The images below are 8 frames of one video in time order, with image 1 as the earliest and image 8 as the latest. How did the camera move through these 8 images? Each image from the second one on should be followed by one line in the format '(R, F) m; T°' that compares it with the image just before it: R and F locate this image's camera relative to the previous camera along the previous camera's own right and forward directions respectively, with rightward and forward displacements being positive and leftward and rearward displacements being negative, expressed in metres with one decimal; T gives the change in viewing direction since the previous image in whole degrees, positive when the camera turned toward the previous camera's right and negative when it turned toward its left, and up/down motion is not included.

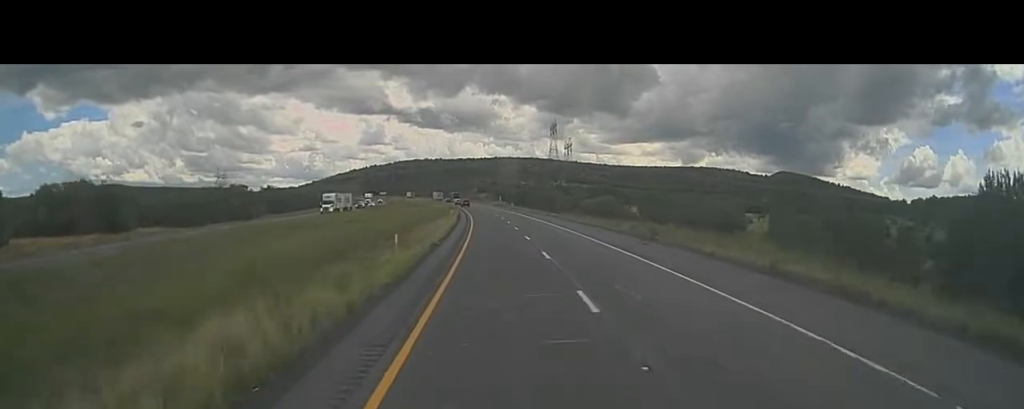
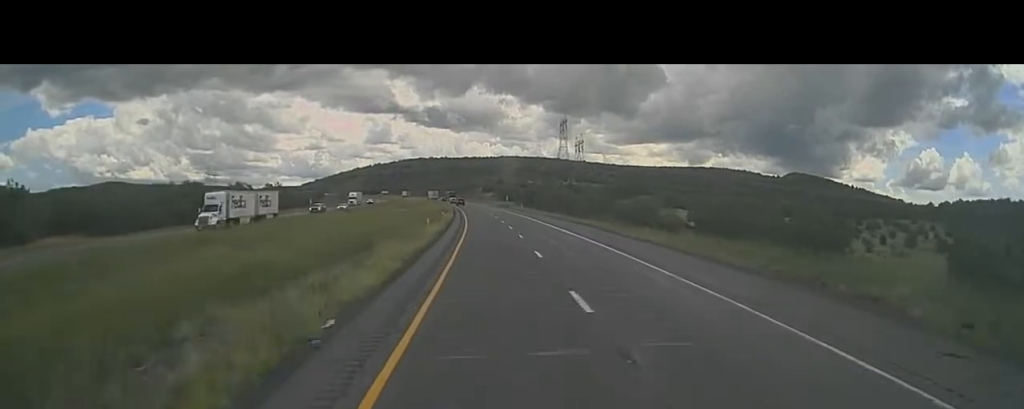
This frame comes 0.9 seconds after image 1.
(-0.3, +23.8) m; -1°
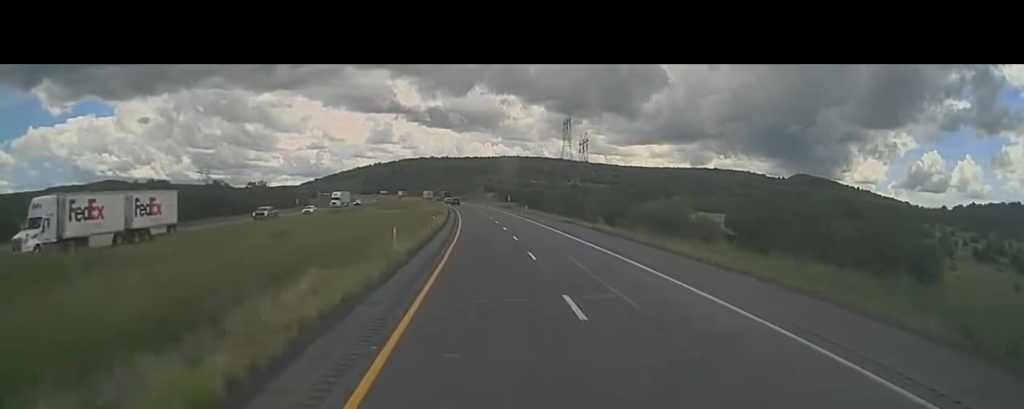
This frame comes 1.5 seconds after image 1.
(0.0, +13.6) m; 0°
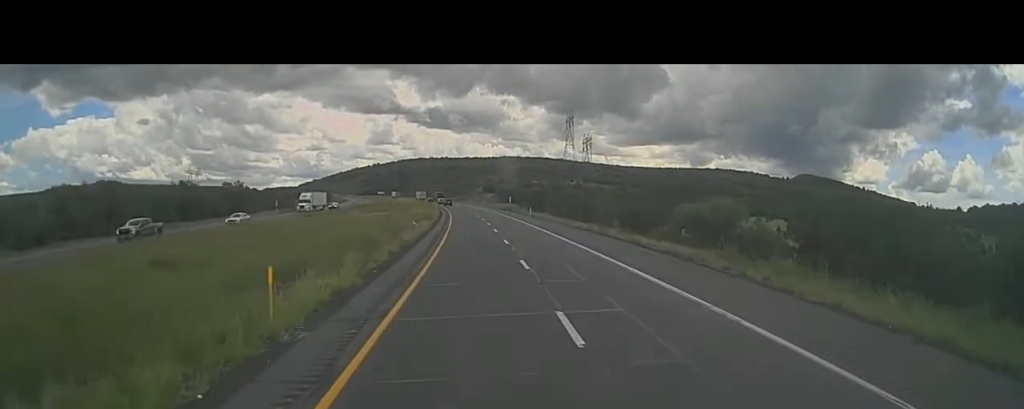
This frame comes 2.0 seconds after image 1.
(0.0, +14.4) m; 0°
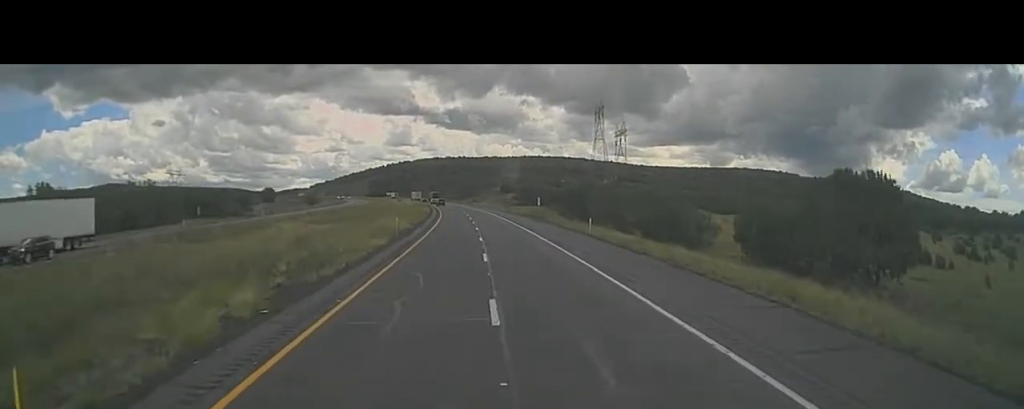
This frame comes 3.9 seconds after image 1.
(0.0, +46.7) m; 0°
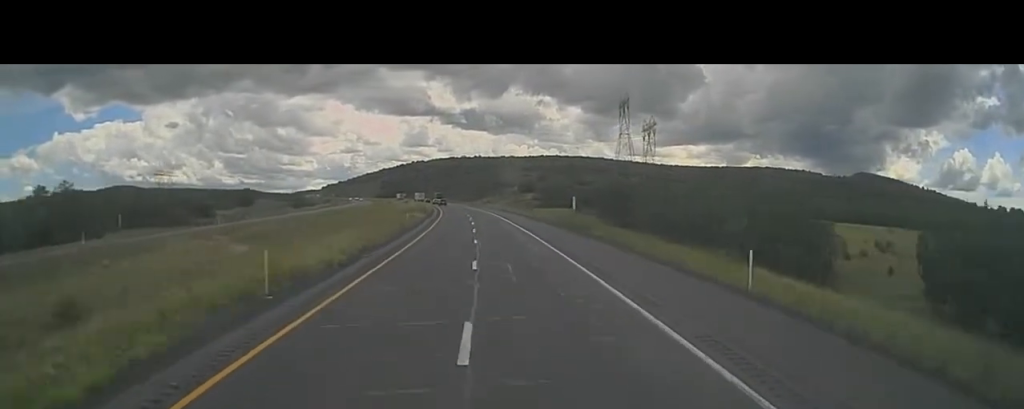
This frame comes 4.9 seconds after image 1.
(-0.2, +25.5) m; -2°
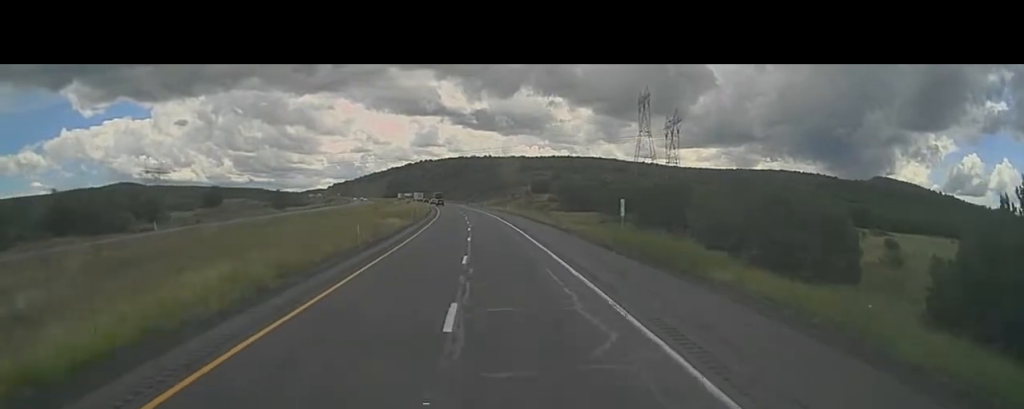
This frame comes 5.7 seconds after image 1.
(-0.4, +22.0) m; -2°
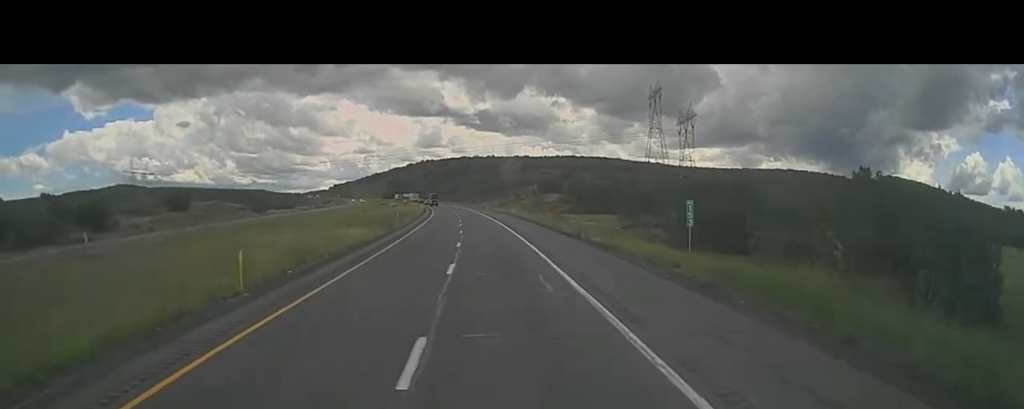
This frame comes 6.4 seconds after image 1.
(-0.3, +16.1) m; -1°
